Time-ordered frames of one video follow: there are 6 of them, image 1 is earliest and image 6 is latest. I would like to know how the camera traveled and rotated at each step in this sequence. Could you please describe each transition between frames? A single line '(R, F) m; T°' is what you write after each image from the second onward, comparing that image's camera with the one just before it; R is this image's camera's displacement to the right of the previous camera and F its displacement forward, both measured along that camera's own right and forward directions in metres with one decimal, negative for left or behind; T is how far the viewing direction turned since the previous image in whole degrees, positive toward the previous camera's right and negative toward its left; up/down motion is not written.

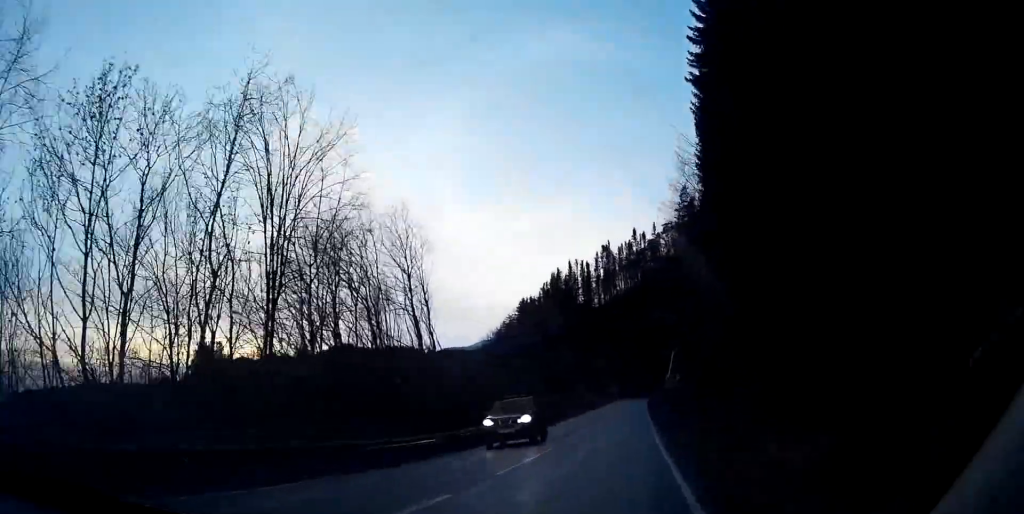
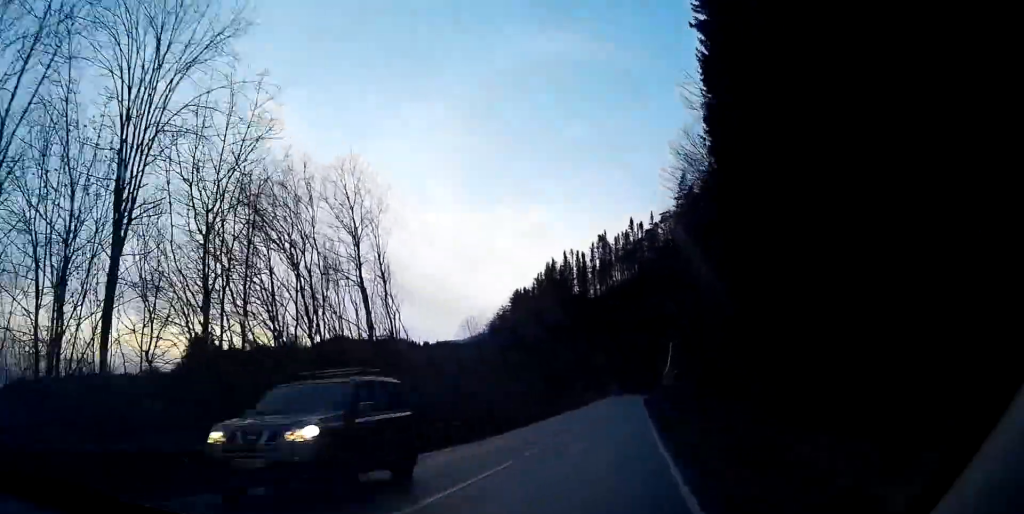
(+0.1, +7.9) m; +1°
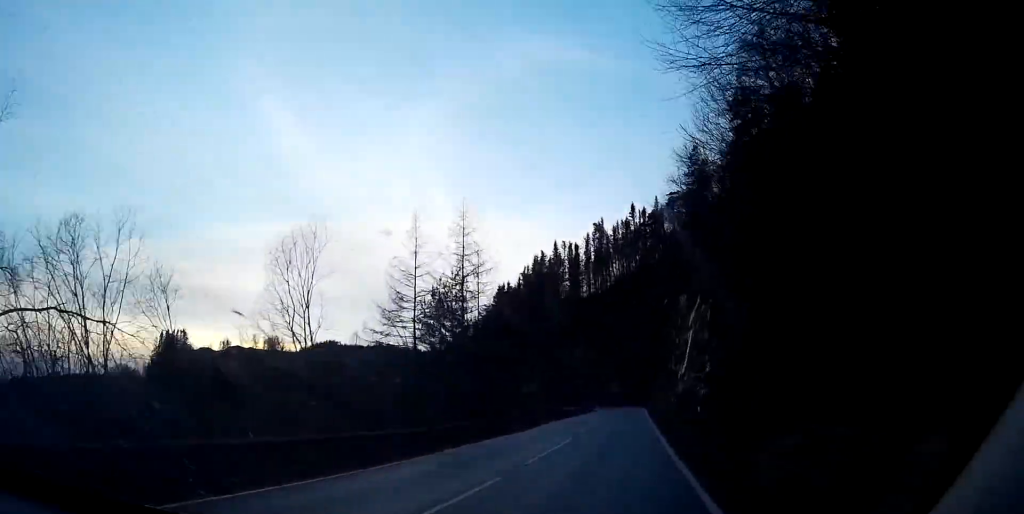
(+0.8, +38.5) m; +3°
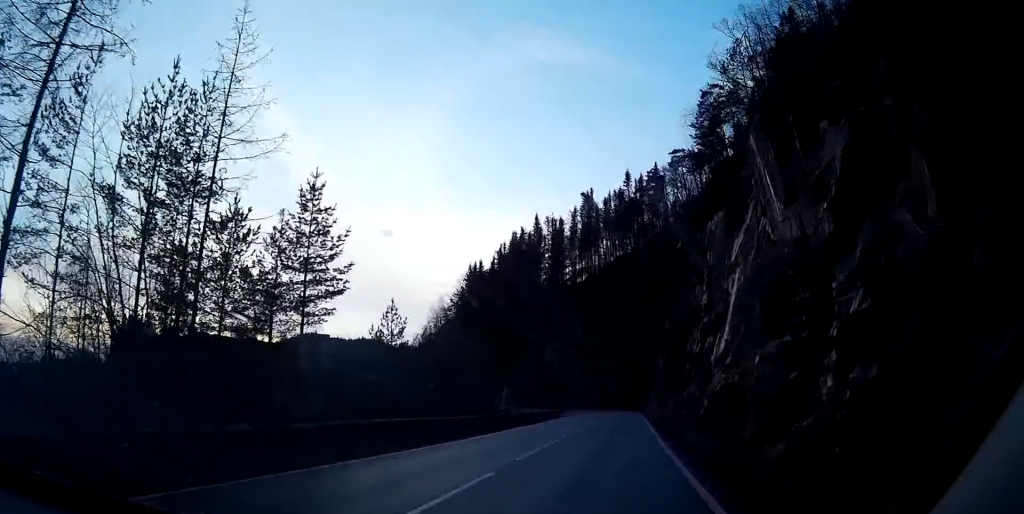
(+0.7, +36.7) m; +2°
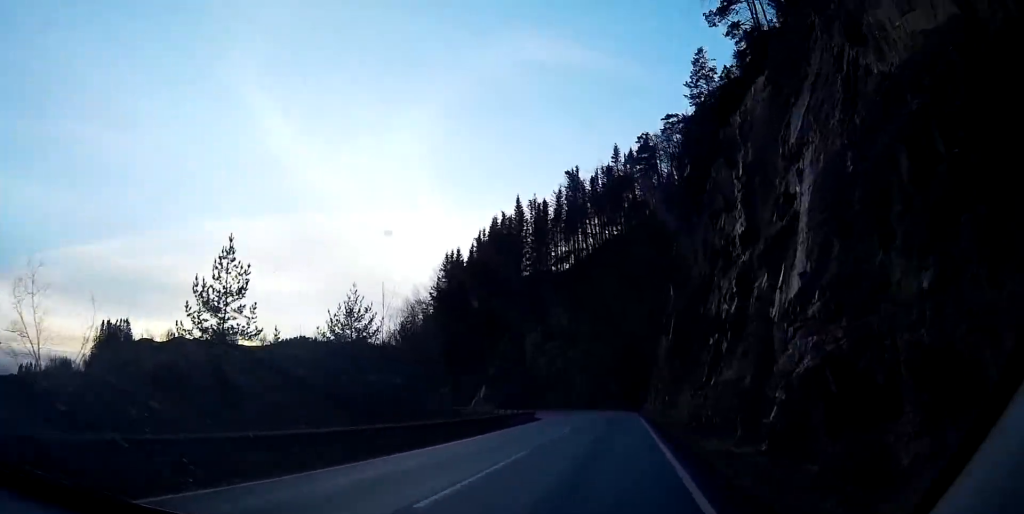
(0.0, +18.6) m; 0°
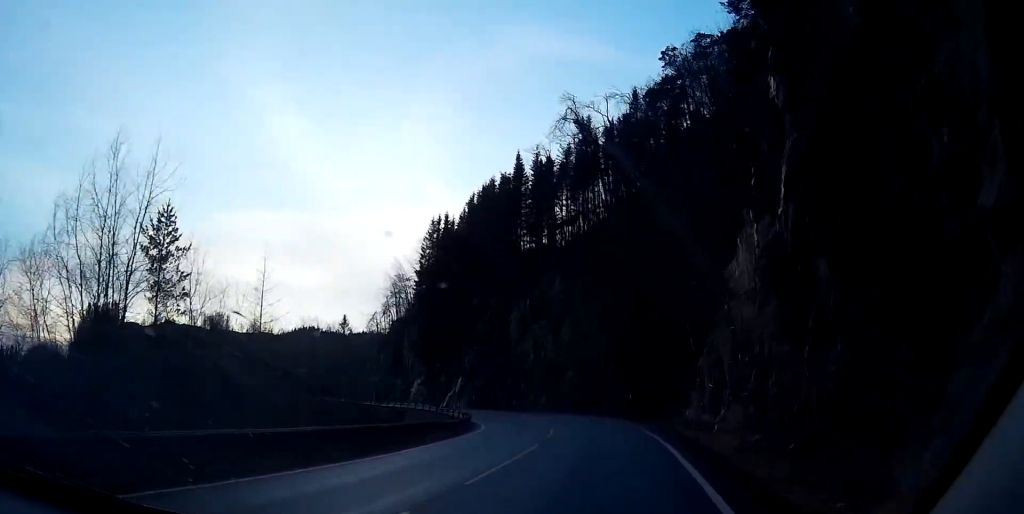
(+0.1, +33.9) m; -1°
